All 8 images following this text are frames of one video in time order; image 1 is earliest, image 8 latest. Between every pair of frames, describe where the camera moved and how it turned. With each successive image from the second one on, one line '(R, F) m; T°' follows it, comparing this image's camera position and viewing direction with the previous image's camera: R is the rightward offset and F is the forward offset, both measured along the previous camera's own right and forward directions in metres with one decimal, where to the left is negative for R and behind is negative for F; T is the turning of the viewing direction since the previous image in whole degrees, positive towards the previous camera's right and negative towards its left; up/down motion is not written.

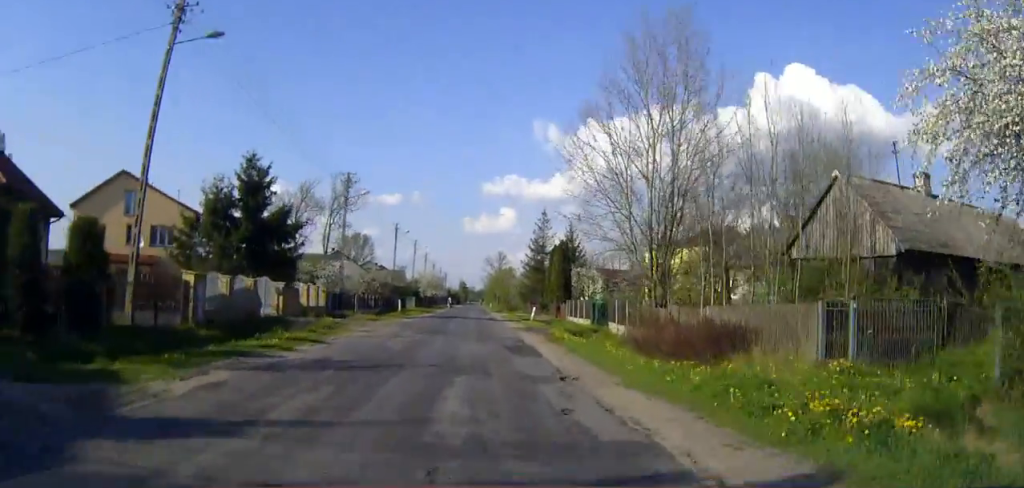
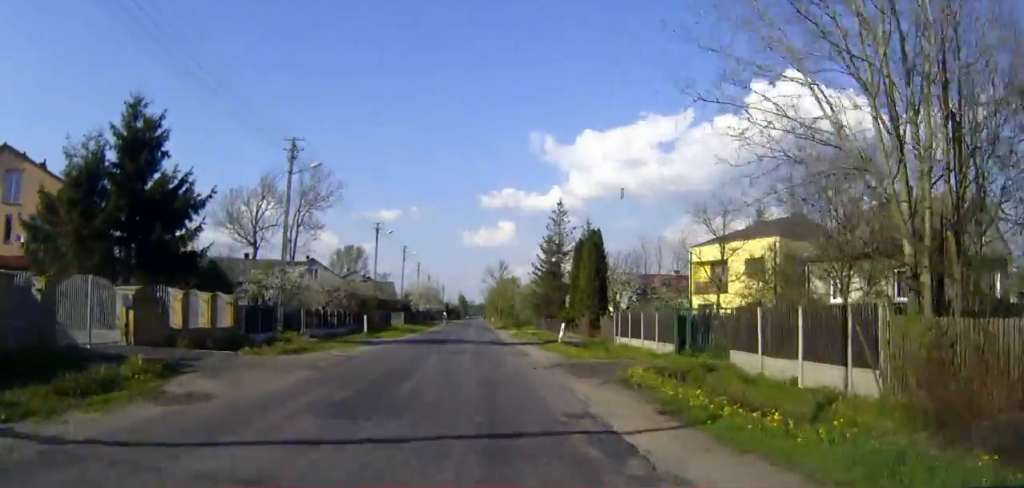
(+0.1, +16.4) m; 0°
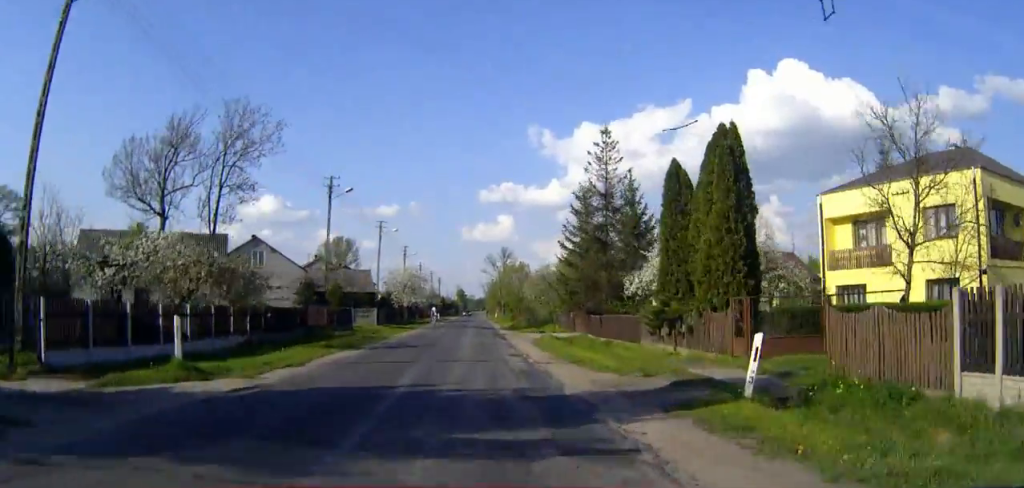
(0.0, +23.5) m; 0°
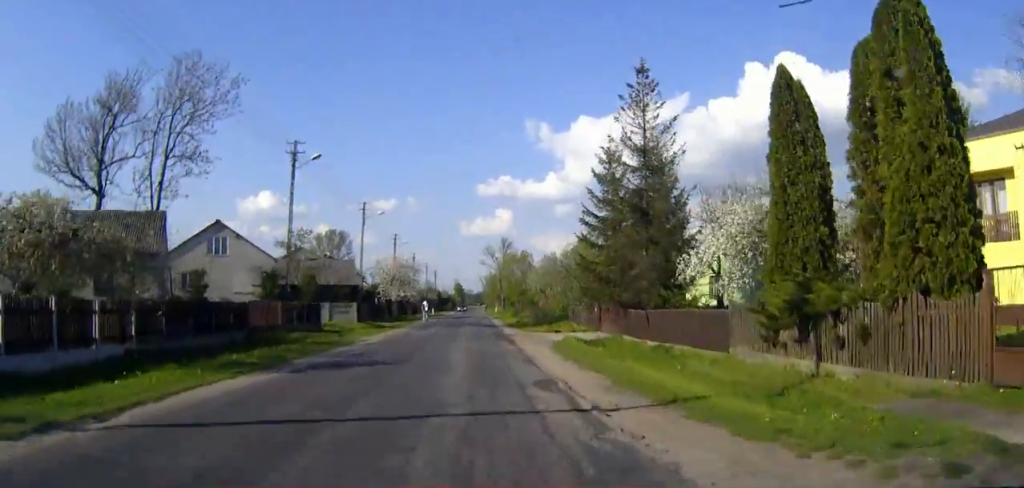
(0.0, +9.8) m; 0°
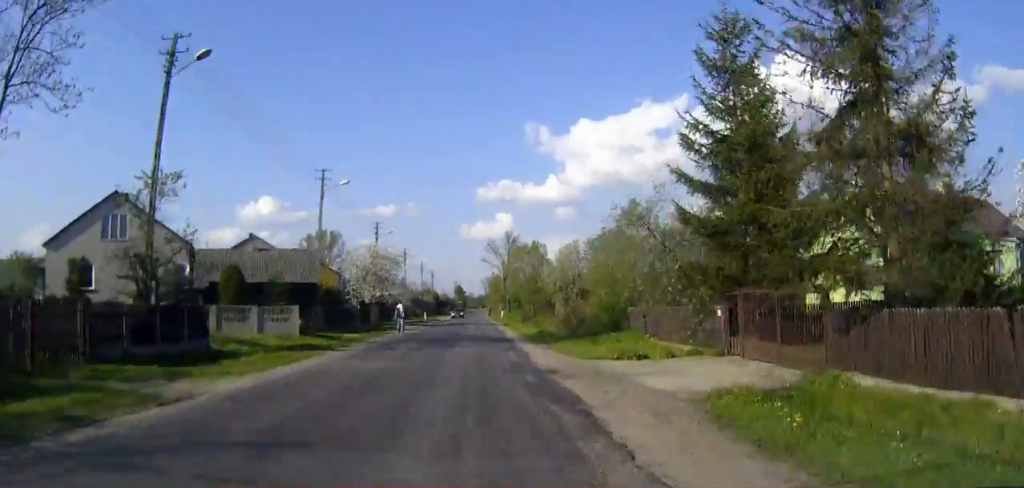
(0.0, +18.3) m; 0°
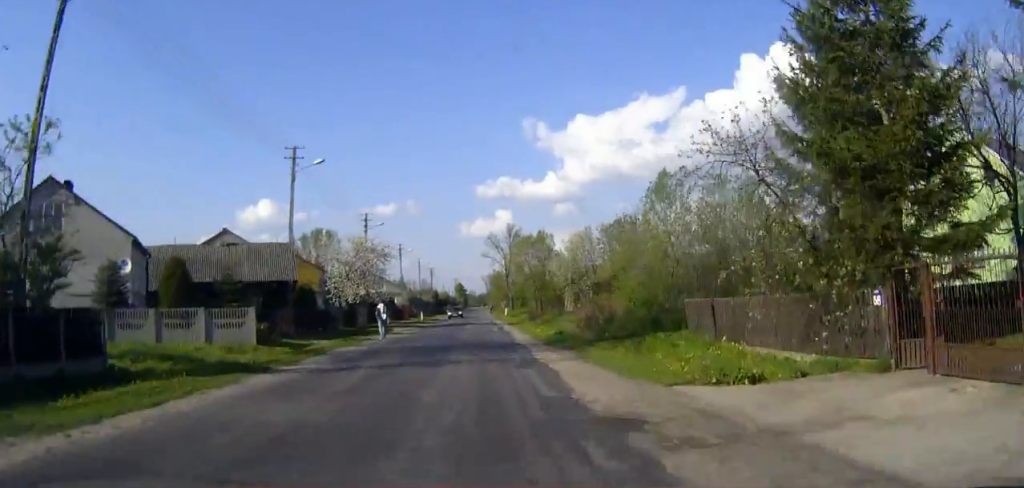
(0.0, +7.5) m; 0°
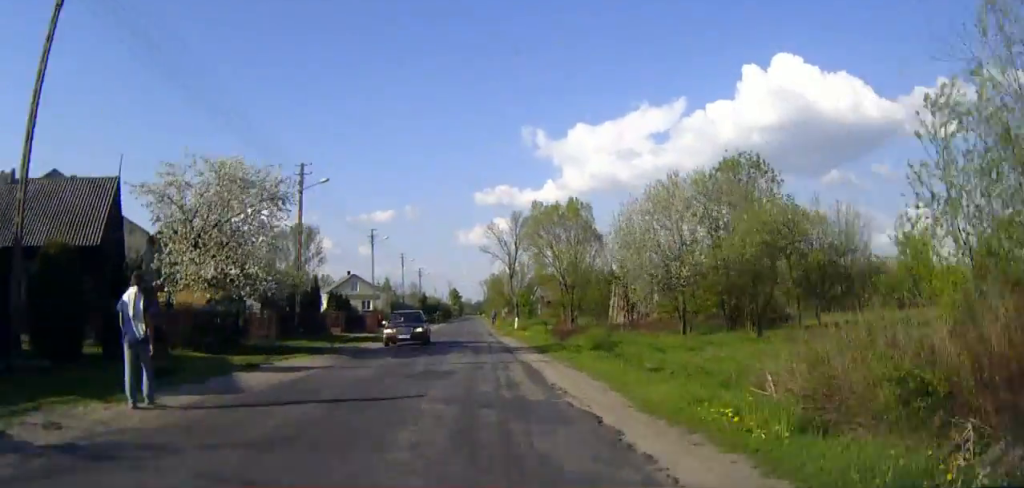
(0.0, +26.1) m; 0°
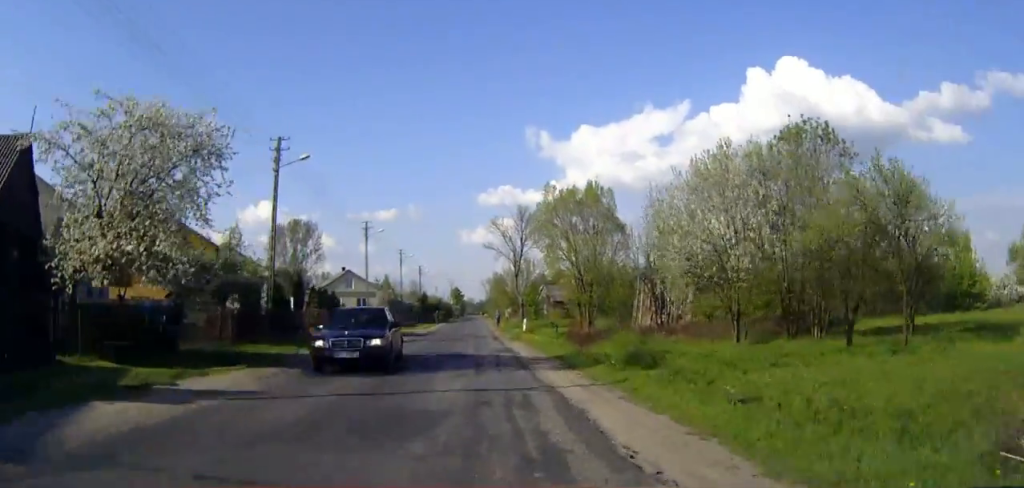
(0.0, +6.5) m; 0°
